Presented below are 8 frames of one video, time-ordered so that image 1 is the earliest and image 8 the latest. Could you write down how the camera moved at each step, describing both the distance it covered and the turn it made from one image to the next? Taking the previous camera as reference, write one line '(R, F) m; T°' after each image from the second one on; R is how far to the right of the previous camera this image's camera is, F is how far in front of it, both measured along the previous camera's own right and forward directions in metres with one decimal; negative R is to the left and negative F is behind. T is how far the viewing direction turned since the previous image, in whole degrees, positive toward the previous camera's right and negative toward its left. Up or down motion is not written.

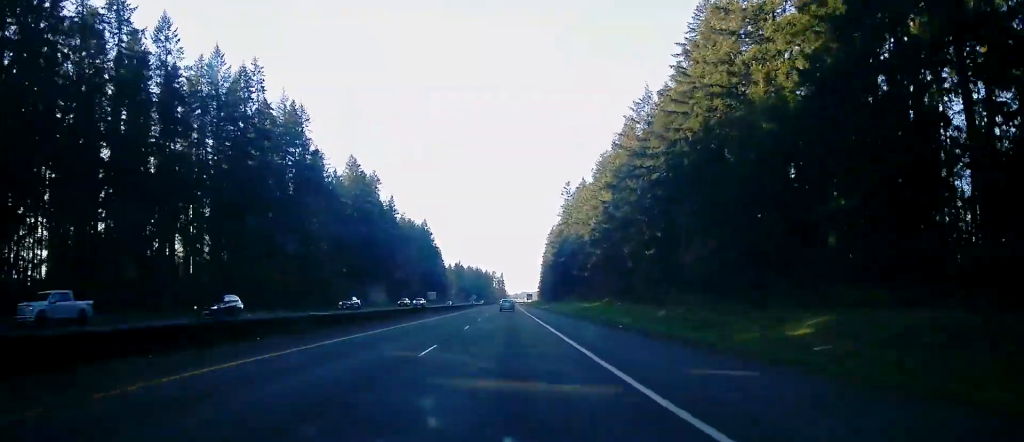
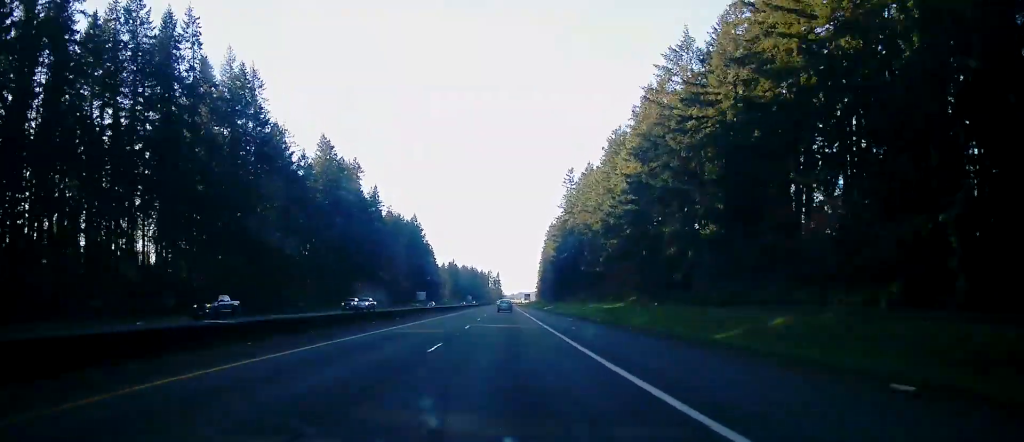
(0.0, +23.2) m; 0°
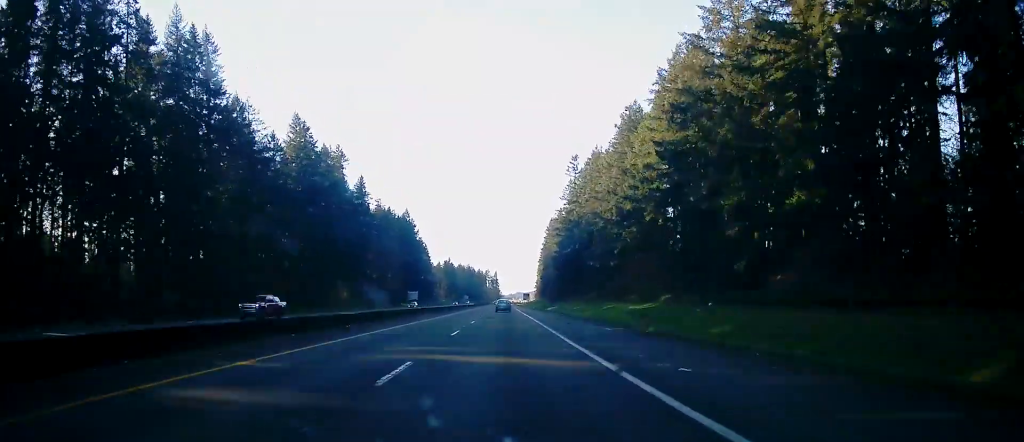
(-0.1, +17.6) m; 0°
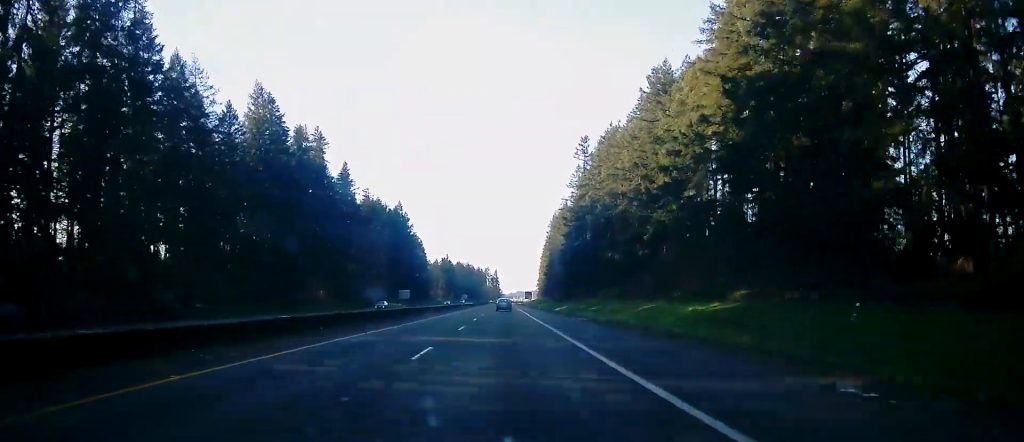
(+0.2, +21.0) m; 0°
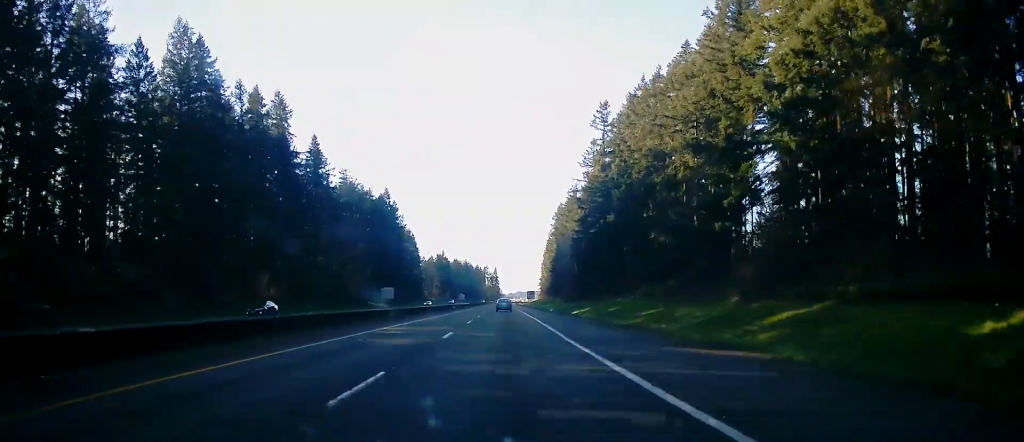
(+0.1, +29.9) m; 0°
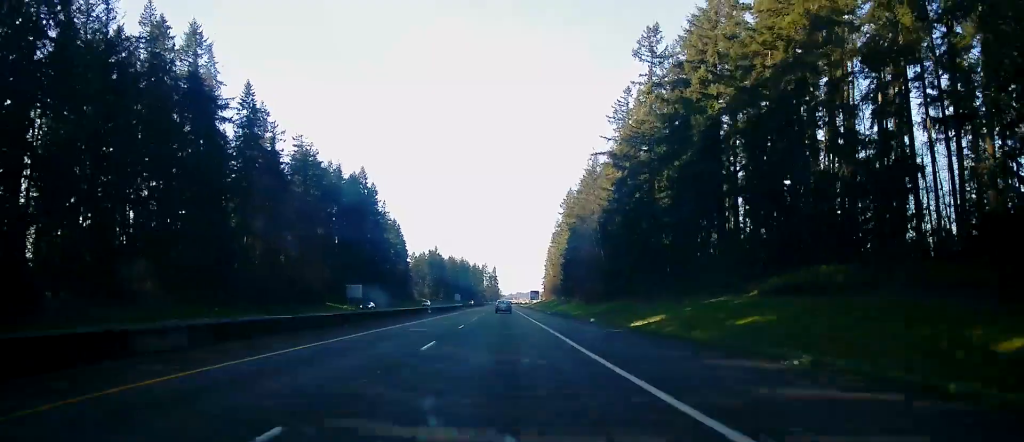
(0.0, +41.1) m; 0°
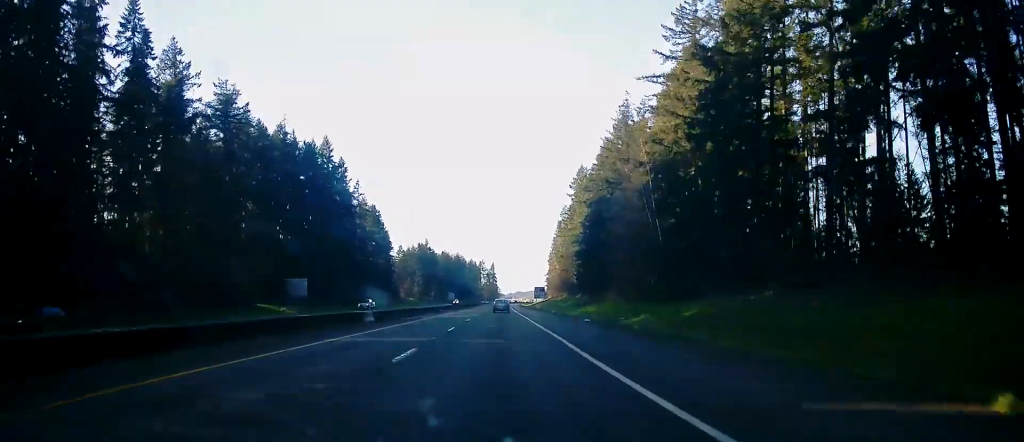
(0.0, +40.0) m; 0°
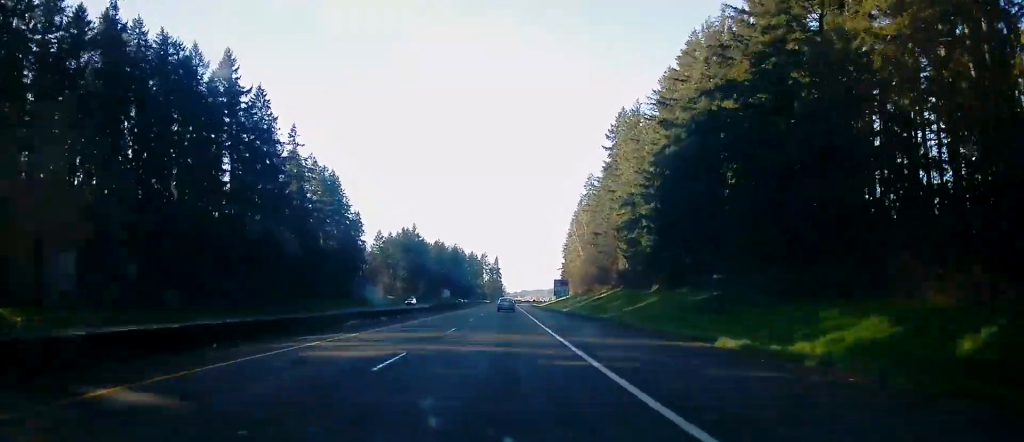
(0.0, +62.9) m; -1°
